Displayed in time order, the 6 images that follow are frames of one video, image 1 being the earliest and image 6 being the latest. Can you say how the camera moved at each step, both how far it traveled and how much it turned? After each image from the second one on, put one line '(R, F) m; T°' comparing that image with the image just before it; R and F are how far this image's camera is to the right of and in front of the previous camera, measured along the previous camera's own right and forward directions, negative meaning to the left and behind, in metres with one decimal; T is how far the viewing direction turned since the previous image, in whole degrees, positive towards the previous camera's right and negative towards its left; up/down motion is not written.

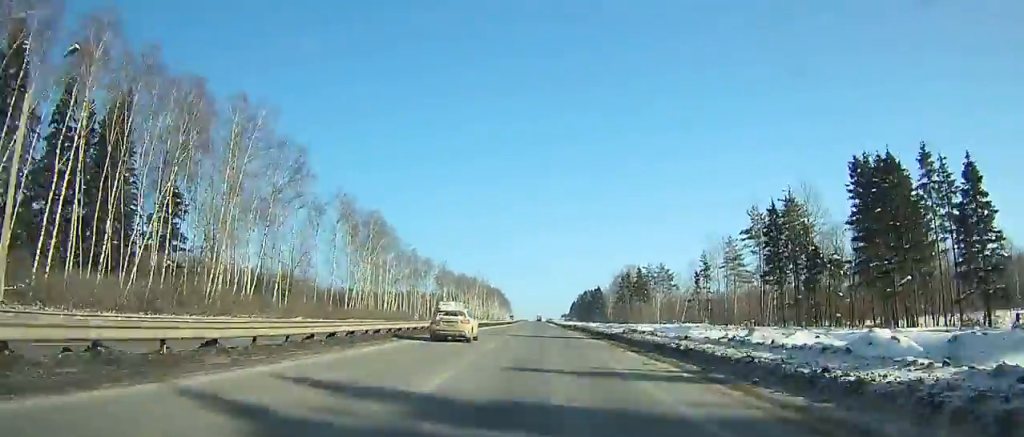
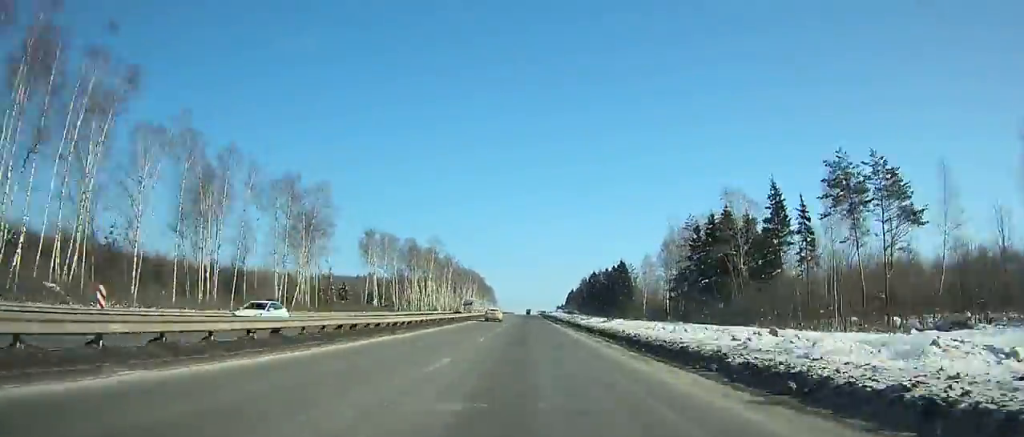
(+0.2, +106.5) m; 0°
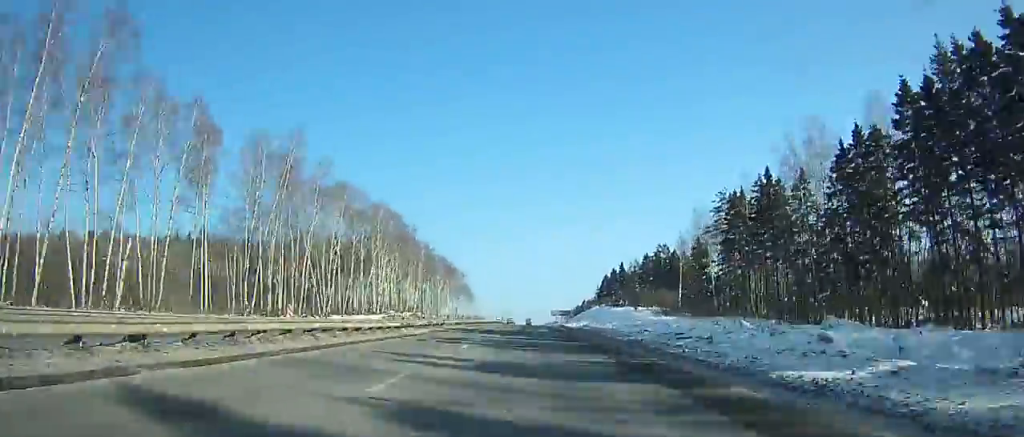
(-0.2, +230.1) m; 0°
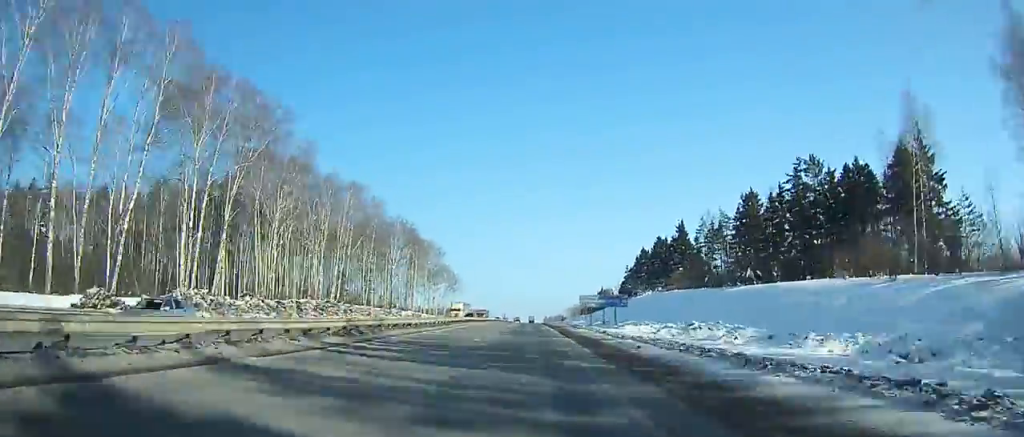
(-0.2, +80.3) m; 0°
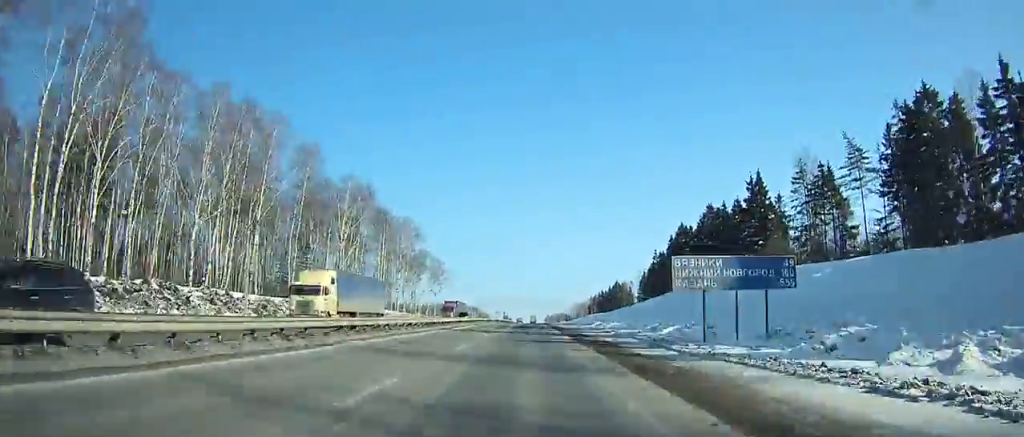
(0.0, +43.5) m; 0°
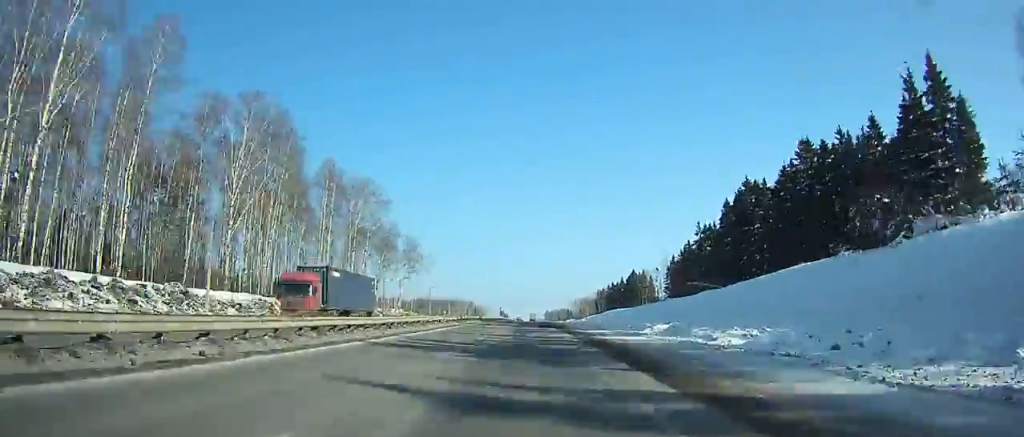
(-0.1, +41.1) m; 0°
